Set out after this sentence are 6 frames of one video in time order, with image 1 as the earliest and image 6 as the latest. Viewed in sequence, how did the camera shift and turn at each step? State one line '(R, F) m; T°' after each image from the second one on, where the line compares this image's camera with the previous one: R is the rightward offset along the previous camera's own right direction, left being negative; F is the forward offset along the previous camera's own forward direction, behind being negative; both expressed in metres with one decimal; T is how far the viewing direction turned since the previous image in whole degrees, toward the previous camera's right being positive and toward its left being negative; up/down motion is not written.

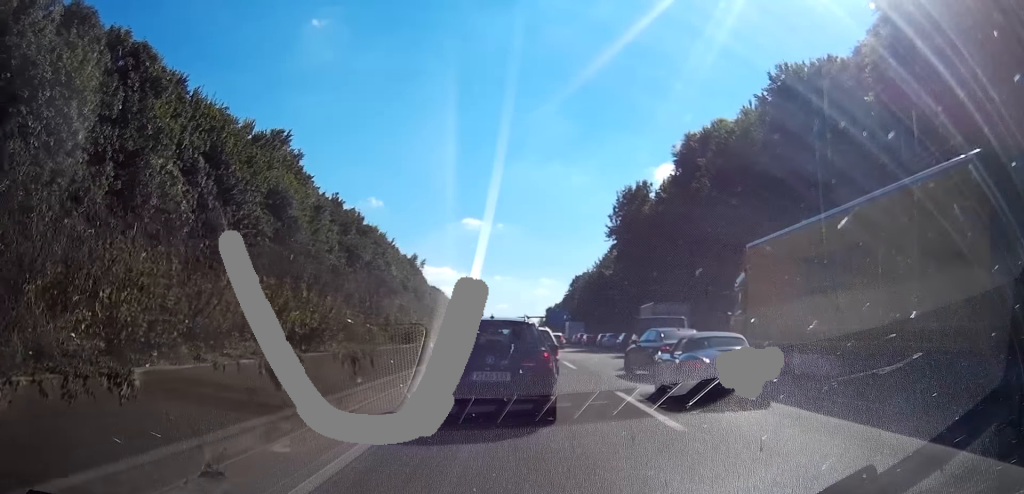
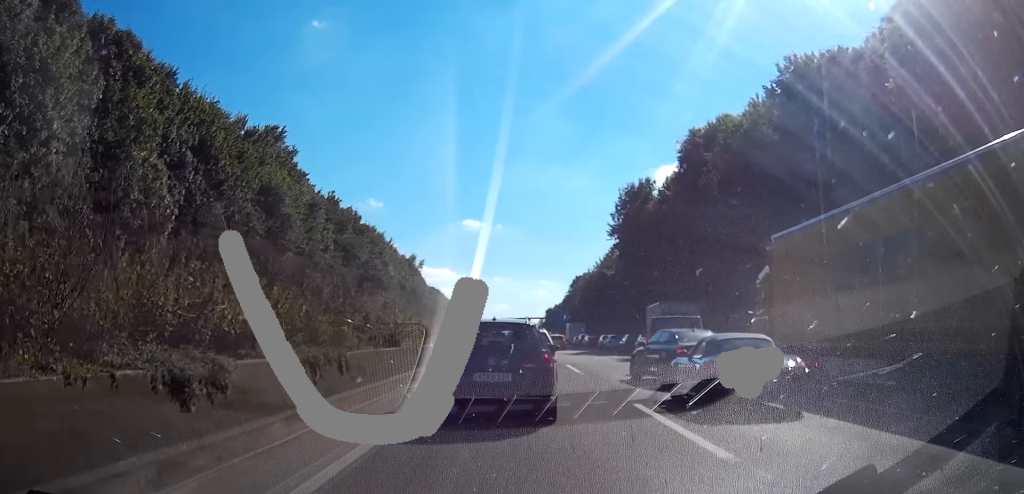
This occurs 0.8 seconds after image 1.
(+0.1, +2.8) m; -5°
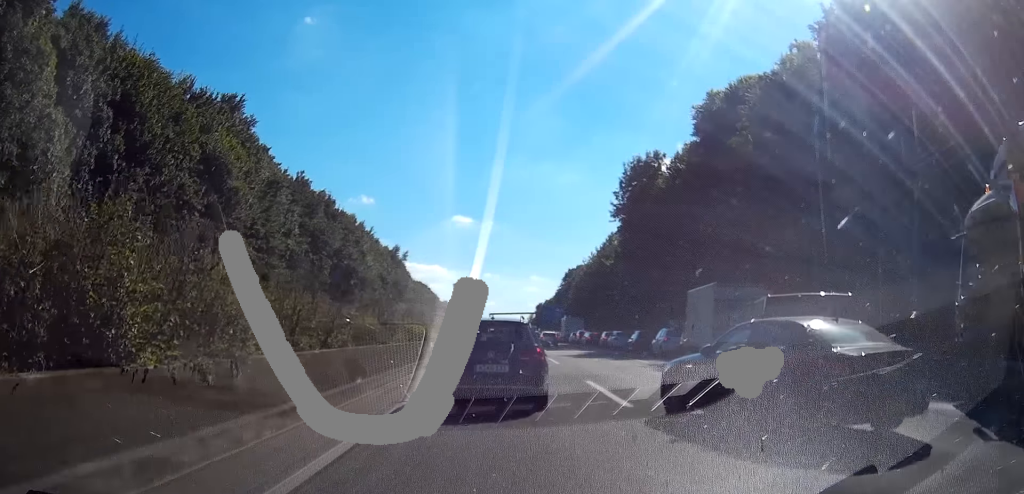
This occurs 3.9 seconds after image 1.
(-1.3, +13.1) m; -3°
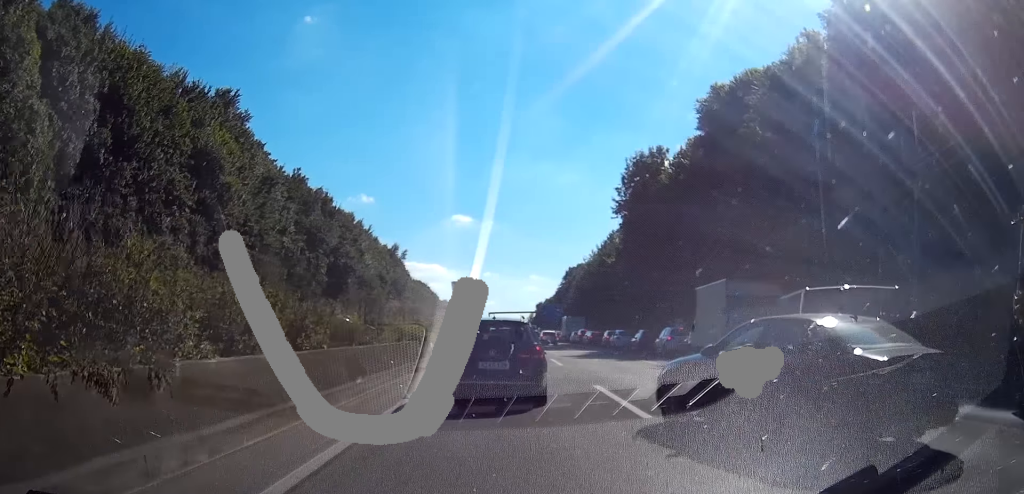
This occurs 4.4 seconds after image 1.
(+0.1, +2.1) m; +1°
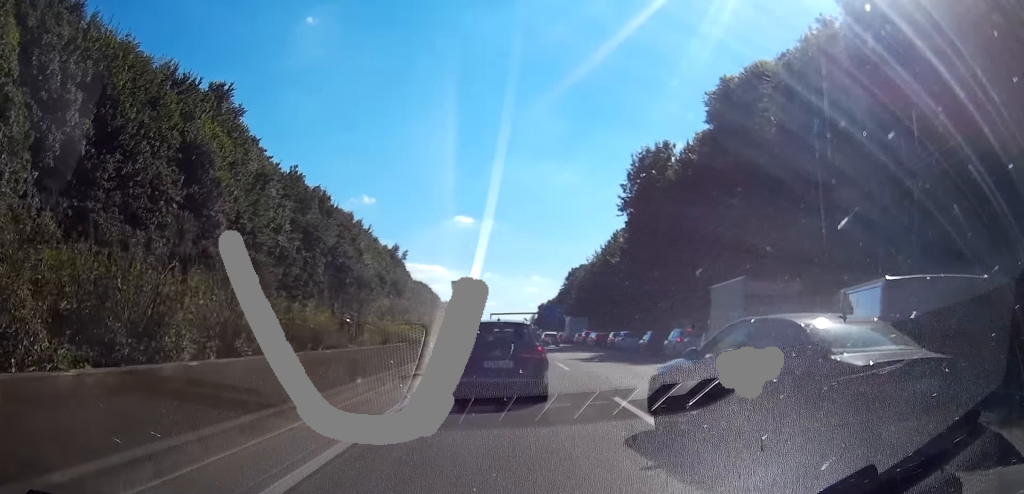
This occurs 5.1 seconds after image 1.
(+0.1, +3.2) m; +2°
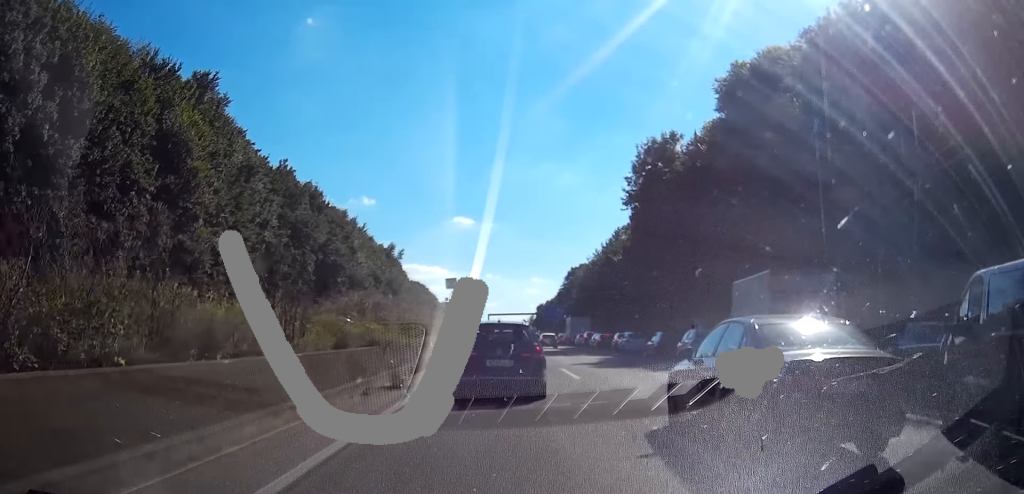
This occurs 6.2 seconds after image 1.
(0.0, +5.0) m; +2°
